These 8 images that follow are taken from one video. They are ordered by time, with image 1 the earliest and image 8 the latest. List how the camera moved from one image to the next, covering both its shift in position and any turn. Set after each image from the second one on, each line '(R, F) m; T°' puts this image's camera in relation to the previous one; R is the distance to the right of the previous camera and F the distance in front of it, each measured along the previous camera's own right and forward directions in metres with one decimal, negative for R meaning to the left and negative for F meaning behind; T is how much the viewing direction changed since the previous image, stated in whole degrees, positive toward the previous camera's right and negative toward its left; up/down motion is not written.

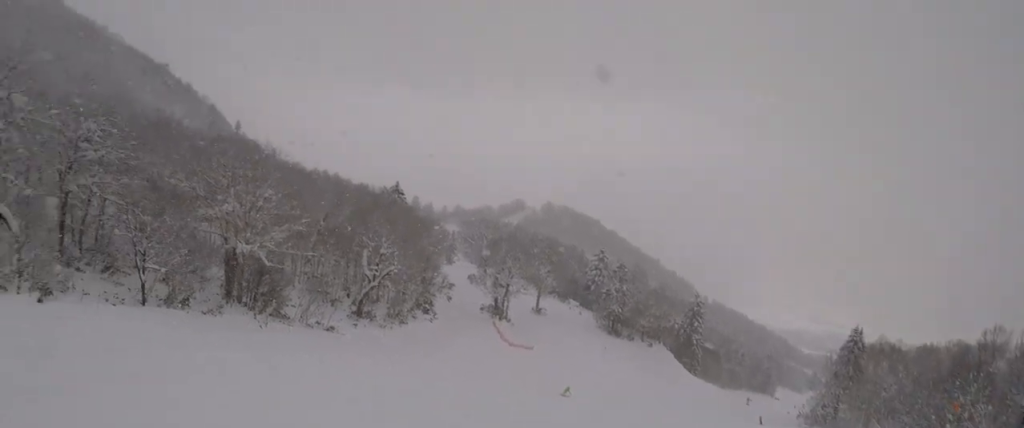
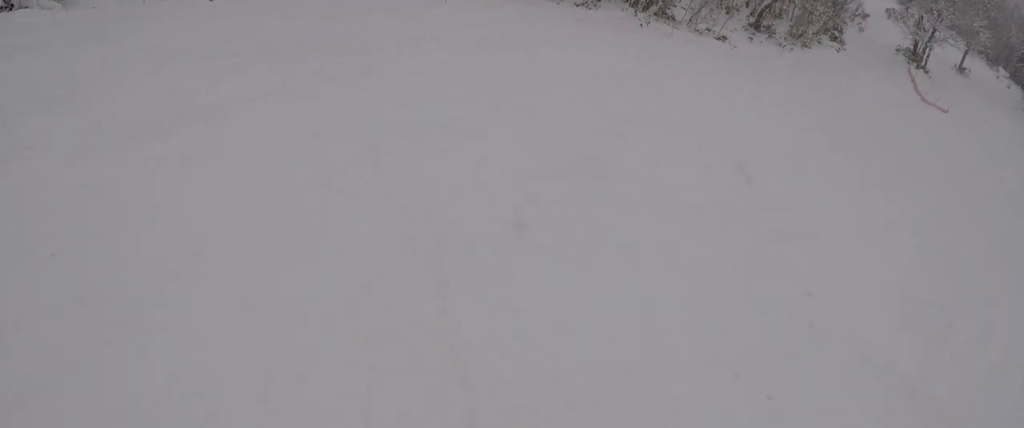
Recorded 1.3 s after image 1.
(-0.7, +4.8) m; +14°
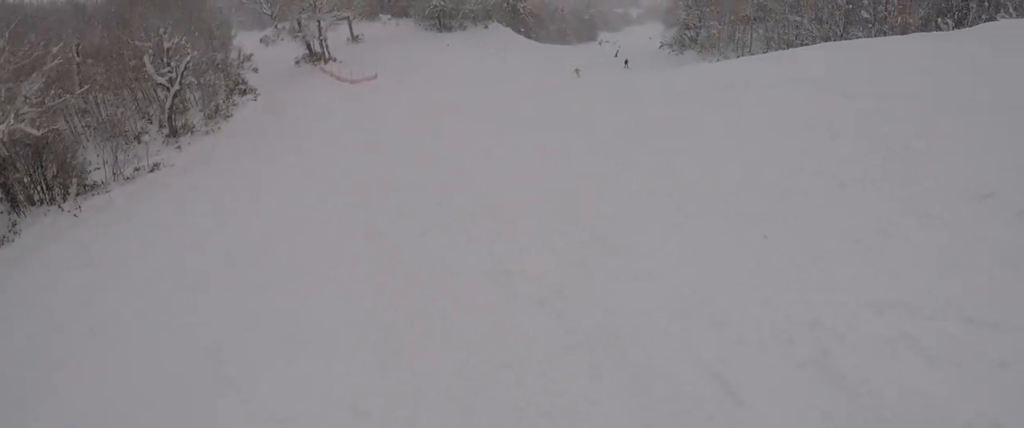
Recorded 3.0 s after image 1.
(+2.7, +5.8) m; +20°
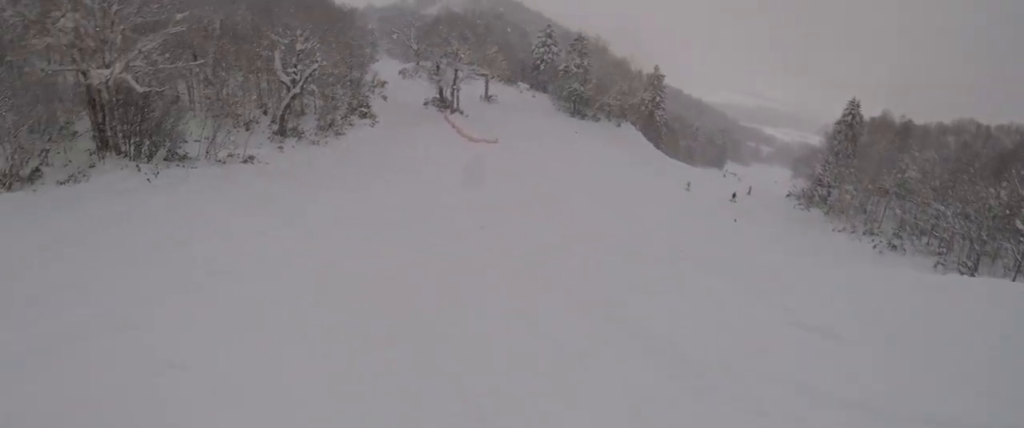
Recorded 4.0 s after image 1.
(-0.9, +3.9) m; -20°
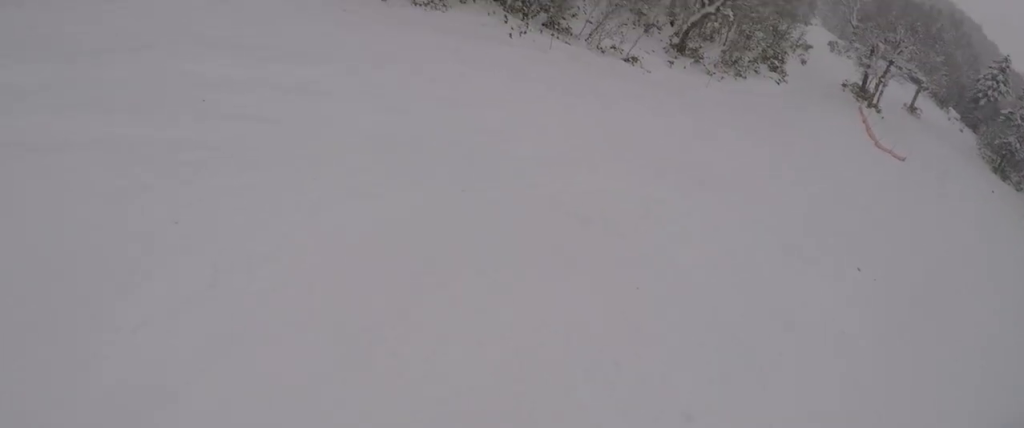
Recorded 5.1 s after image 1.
(-0.6, +5.0) m; -9°
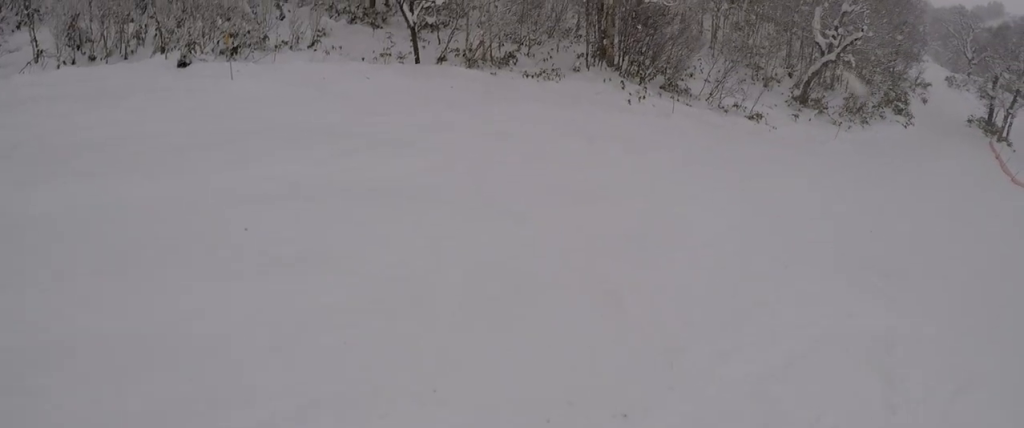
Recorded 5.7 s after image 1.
(-0.1, +2.4) m; -1°
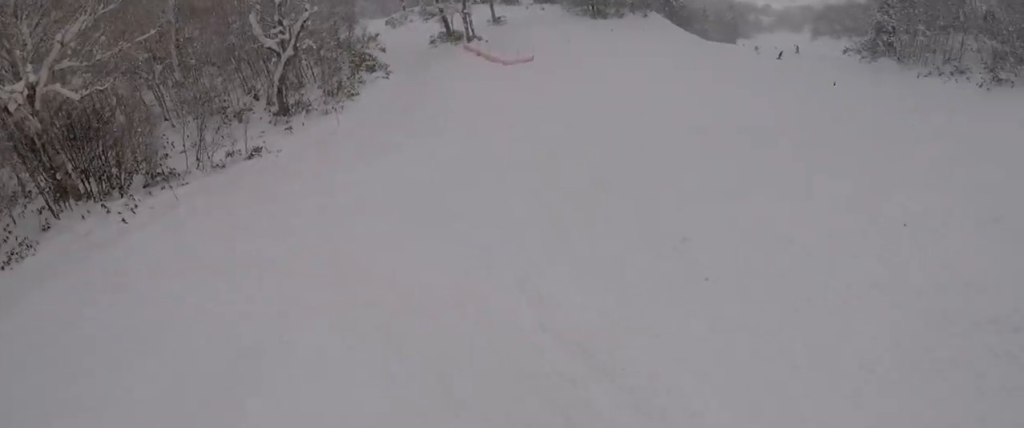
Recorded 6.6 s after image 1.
(+0.1, +4.3) m; +25°
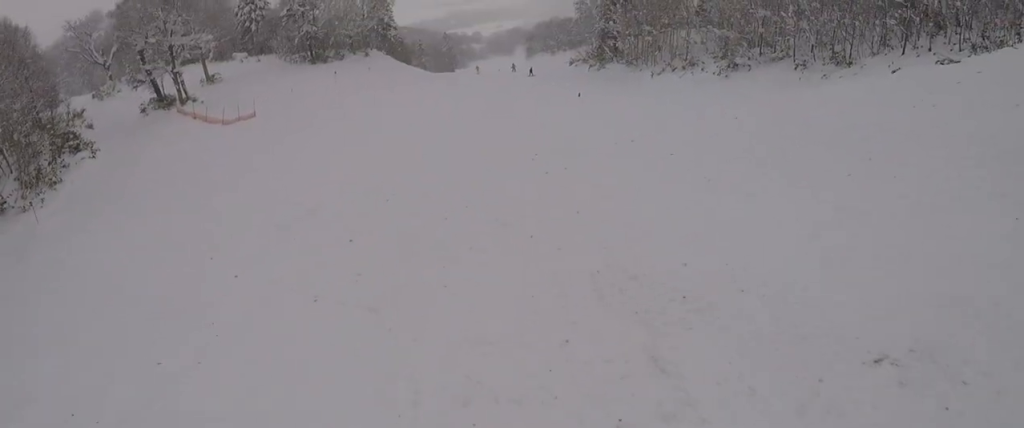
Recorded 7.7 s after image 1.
(+2.0, +4.7) m; +23°
